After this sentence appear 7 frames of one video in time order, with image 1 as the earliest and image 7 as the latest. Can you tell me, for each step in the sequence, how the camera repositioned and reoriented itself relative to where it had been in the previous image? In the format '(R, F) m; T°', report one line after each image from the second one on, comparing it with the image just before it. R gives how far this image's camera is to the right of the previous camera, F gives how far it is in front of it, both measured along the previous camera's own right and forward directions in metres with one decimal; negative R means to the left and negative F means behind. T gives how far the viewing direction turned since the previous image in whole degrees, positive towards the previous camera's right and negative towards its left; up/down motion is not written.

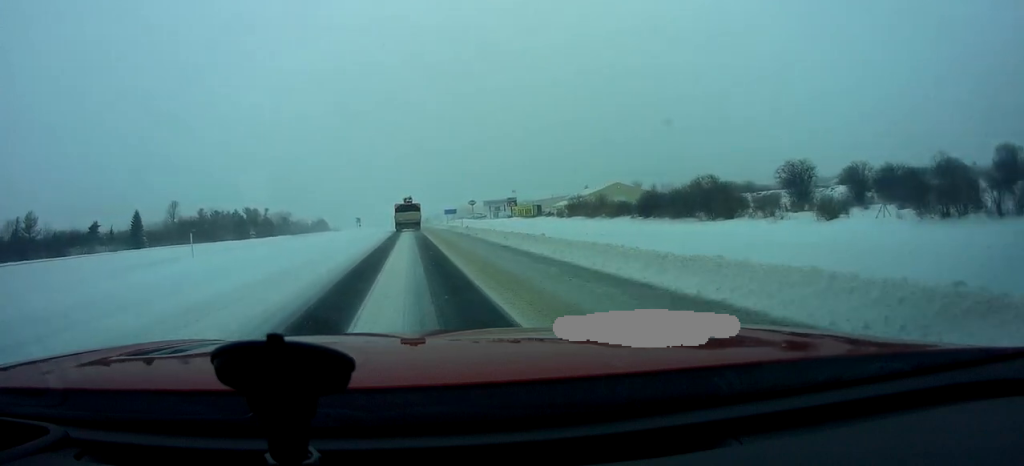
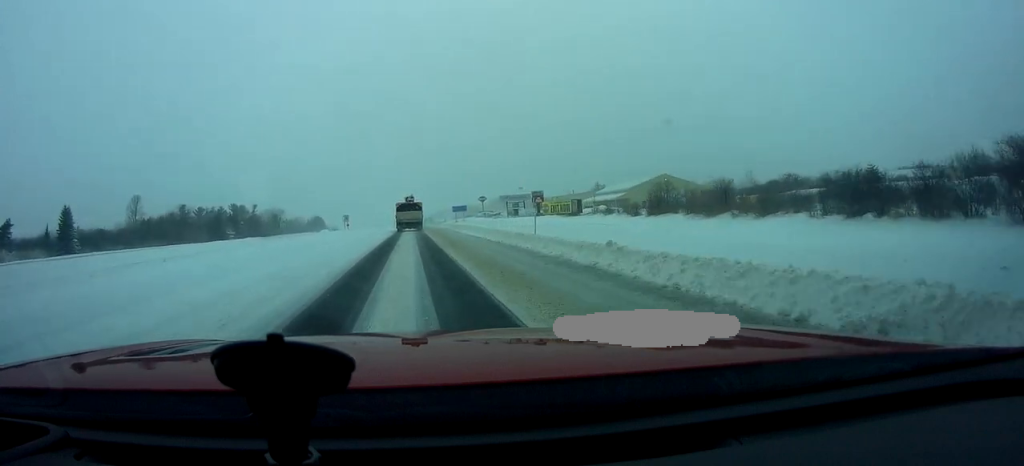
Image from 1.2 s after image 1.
(+0.7, +29.8) m; 0°
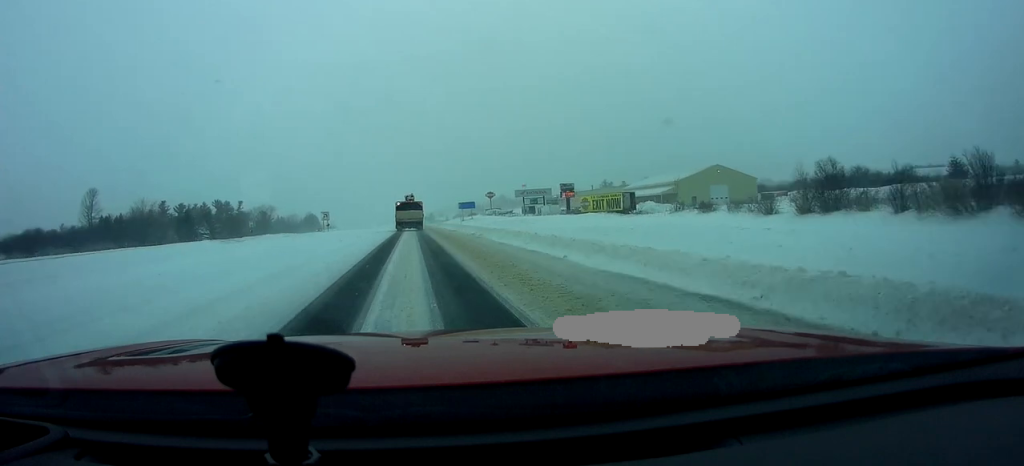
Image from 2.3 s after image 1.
(-0.8, +25.2) m; -2°
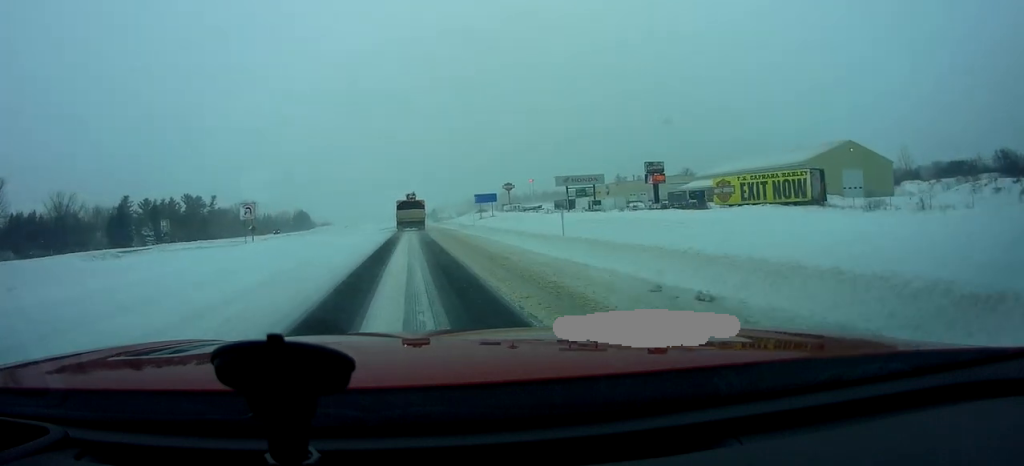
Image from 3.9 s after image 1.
(-1.0, +39.9) m; -1°
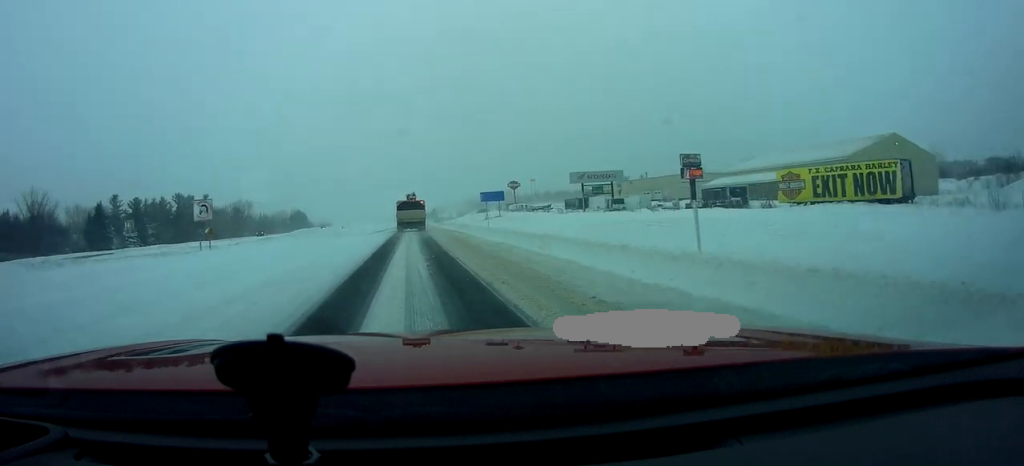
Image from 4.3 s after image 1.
(-0.1, +9.7) m; 0°
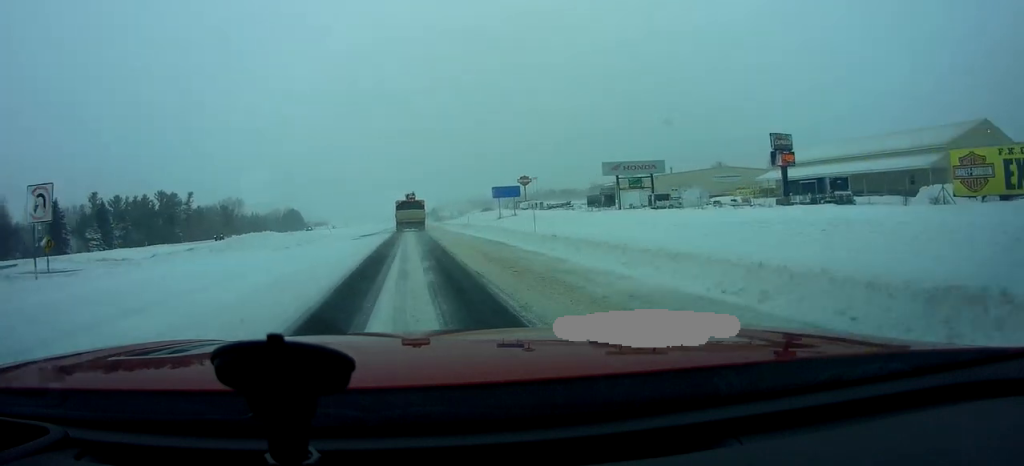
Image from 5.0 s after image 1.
(+0.5, +16.8) m; +1°
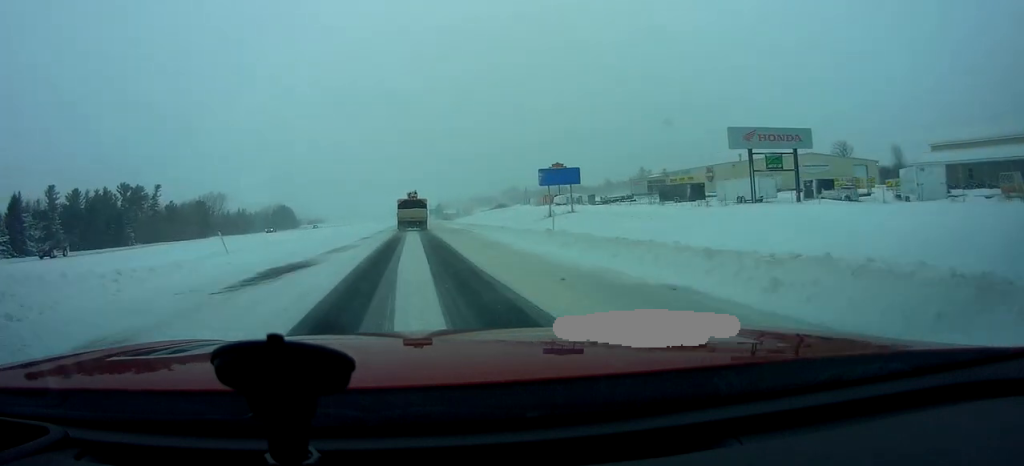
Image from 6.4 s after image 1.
(+0.1, +32.2) m; 0°
